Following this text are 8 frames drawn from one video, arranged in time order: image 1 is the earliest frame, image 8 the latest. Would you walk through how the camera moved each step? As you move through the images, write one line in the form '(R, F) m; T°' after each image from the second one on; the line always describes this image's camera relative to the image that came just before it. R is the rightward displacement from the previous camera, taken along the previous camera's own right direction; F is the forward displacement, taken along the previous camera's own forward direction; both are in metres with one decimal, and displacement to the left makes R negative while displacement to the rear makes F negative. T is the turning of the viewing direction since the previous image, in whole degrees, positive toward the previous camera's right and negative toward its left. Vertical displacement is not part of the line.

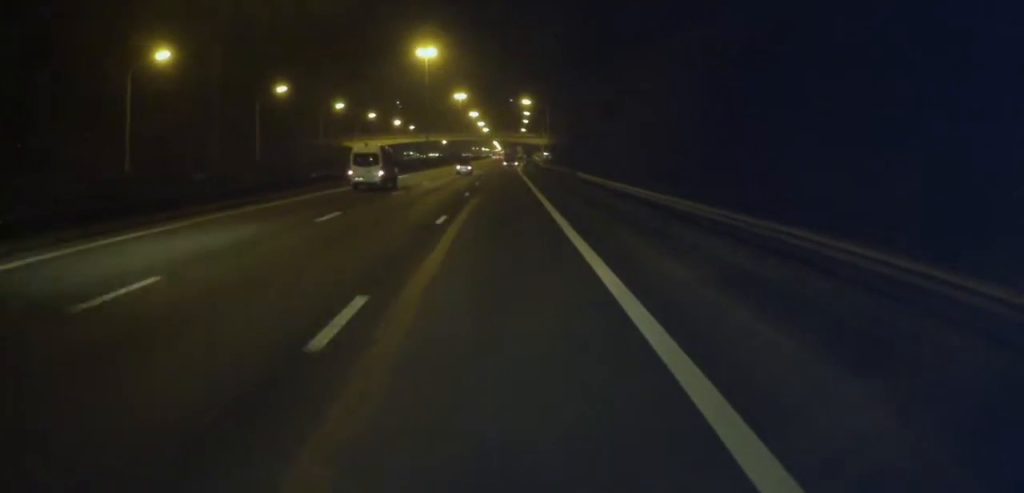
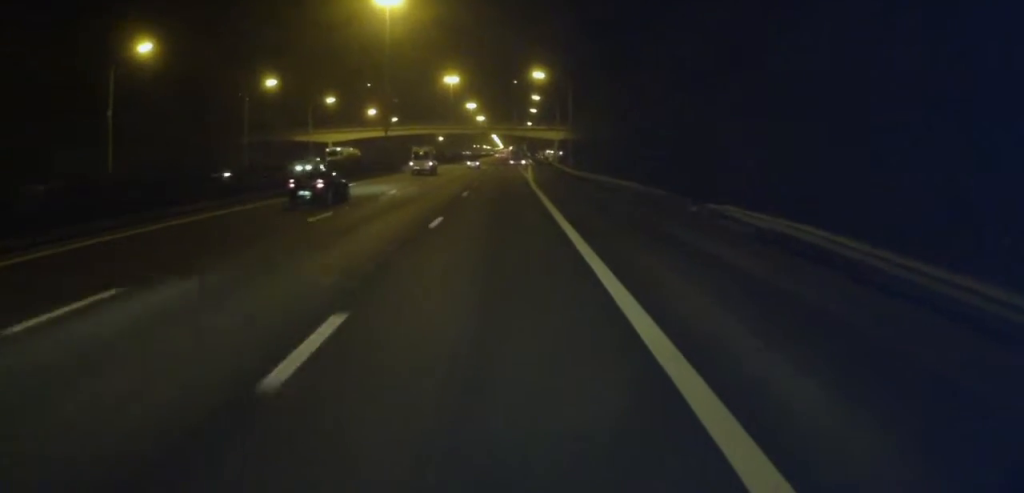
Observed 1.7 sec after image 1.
(-0.8, +39.0) m; -1°
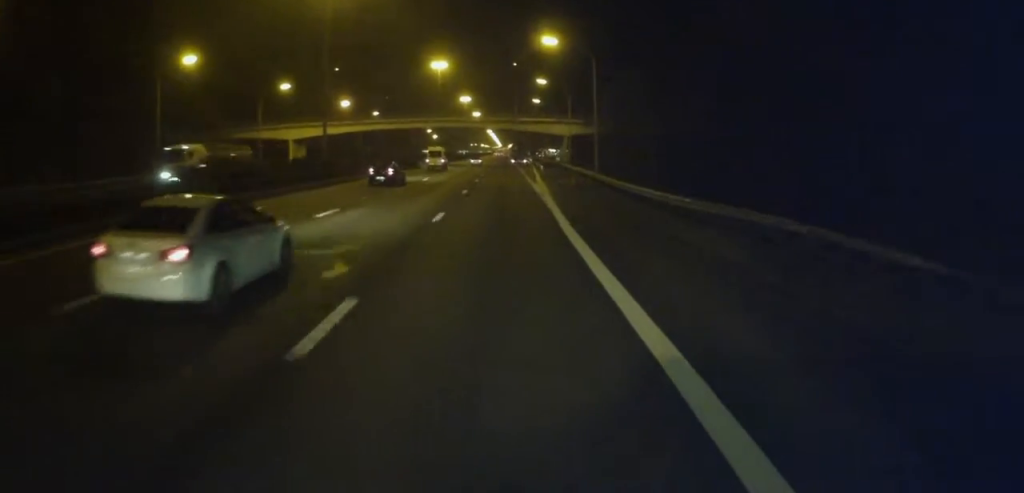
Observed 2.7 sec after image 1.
(+0.3, +24.2) m; +1°
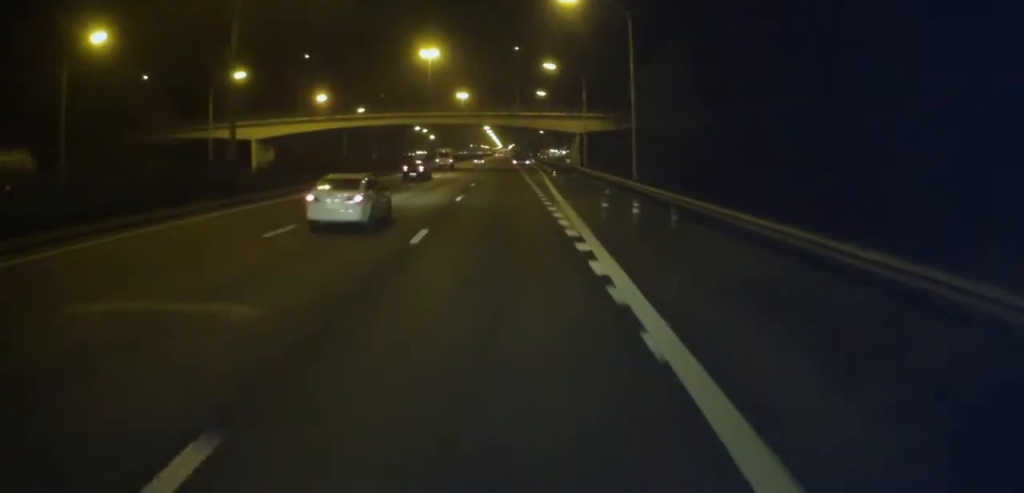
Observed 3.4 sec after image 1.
(+0.1, +17.2) m; 0°
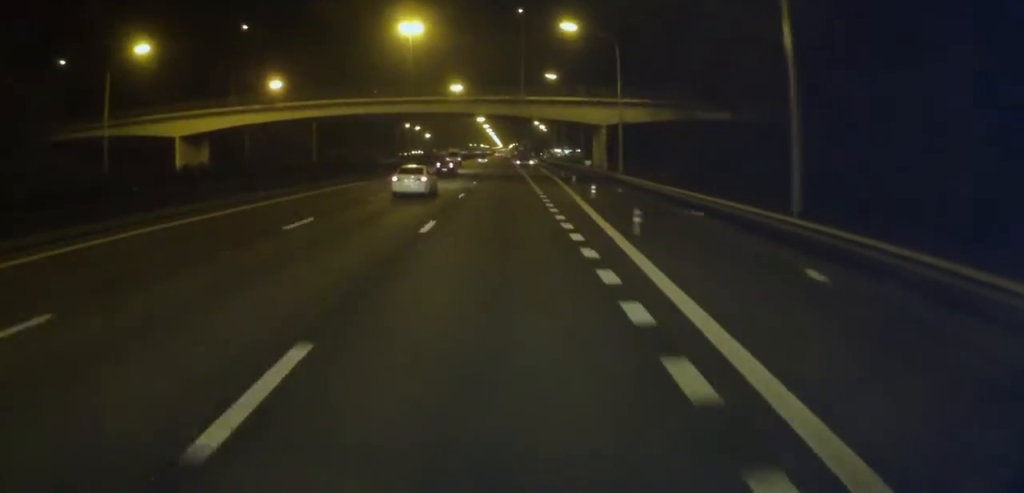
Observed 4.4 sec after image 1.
(-0.2, +23.5) m; 0°
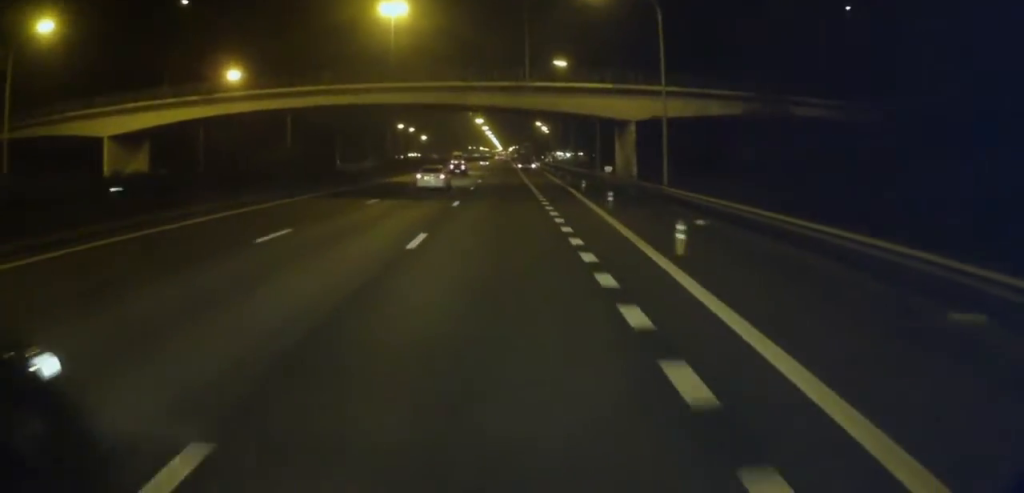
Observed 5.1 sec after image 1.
(+0.4, +14.9) m; 0°
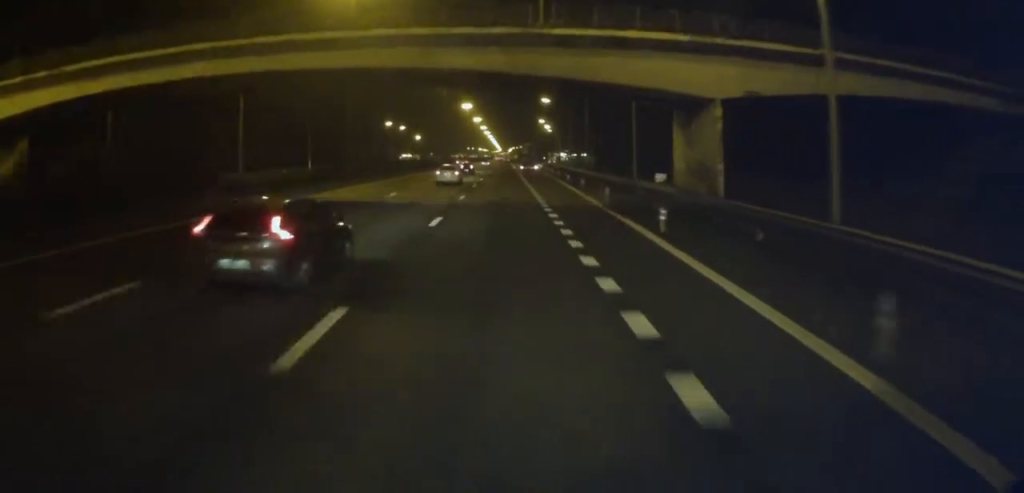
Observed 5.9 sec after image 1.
(-0.4, +20.3) m; -1°
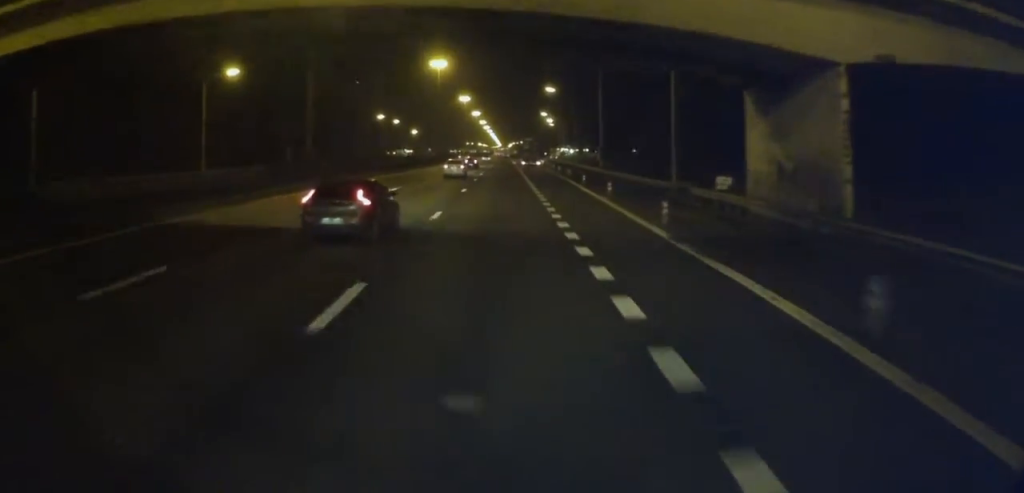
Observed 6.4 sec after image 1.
(-0.1, +11.7) m; 0°
